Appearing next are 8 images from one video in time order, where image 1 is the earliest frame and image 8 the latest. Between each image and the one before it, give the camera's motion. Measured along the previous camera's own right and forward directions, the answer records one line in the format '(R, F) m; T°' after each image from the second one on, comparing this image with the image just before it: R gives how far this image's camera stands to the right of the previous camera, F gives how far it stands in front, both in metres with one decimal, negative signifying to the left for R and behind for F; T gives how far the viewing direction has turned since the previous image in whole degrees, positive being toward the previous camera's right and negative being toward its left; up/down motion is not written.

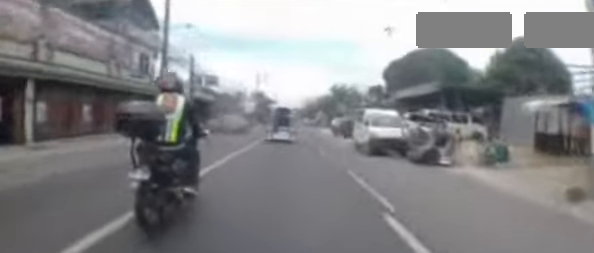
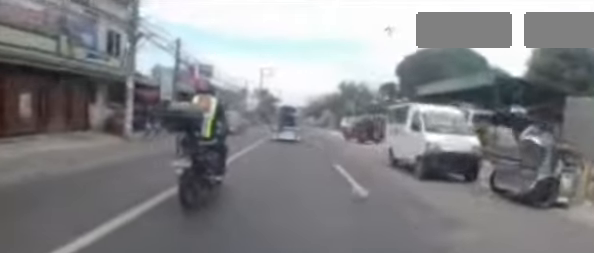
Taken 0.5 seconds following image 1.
(-0.2, +4.9) m; -2°
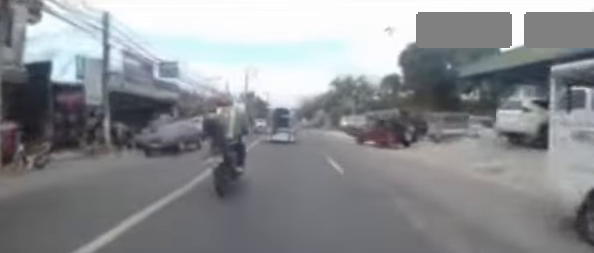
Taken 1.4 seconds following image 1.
(-0.1, +7.6) m; +4°
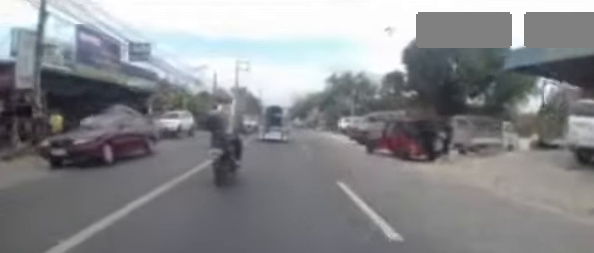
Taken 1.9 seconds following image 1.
(0.0, +3.9) m; +2°
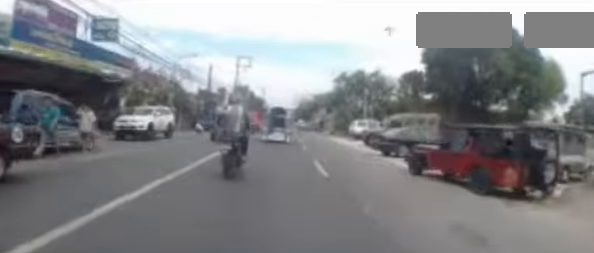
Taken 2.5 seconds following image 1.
(+0.6, +4.8) m; 0°
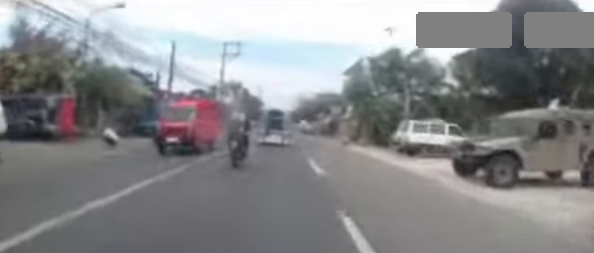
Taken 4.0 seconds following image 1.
(-0.9, +12.4) m; -7°
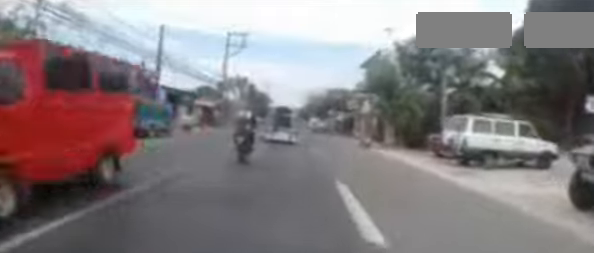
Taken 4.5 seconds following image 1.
(0.0, +4.3) m; 0°
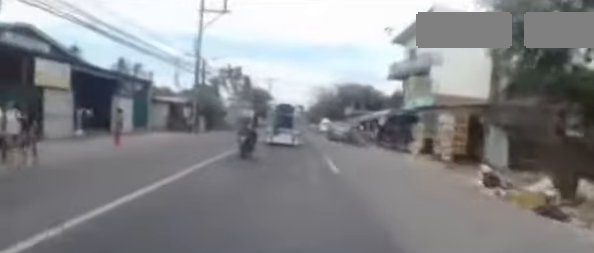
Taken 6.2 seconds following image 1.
(+0.4, +13.2) m; +3°
